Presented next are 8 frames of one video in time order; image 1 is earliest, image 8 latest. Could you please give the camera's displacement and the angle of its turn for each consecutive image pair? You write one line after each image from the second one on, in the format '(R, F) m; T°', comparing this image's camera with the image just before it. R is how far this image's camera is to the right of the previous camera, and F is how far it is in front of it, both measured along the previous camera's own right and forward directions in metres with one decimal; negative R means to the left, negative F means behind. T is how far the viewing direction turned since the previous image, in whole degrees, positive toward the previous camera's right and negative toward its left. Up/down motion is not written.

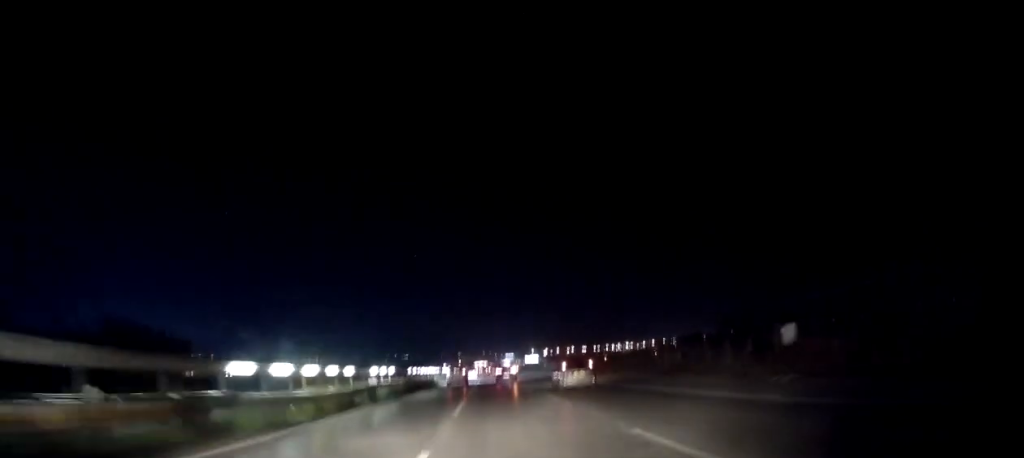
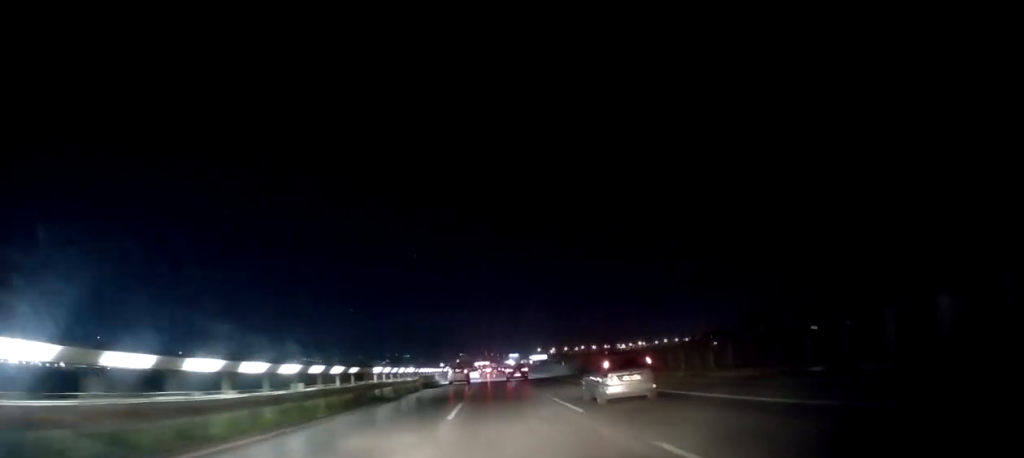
(+0.3, +45.4) m; 0°
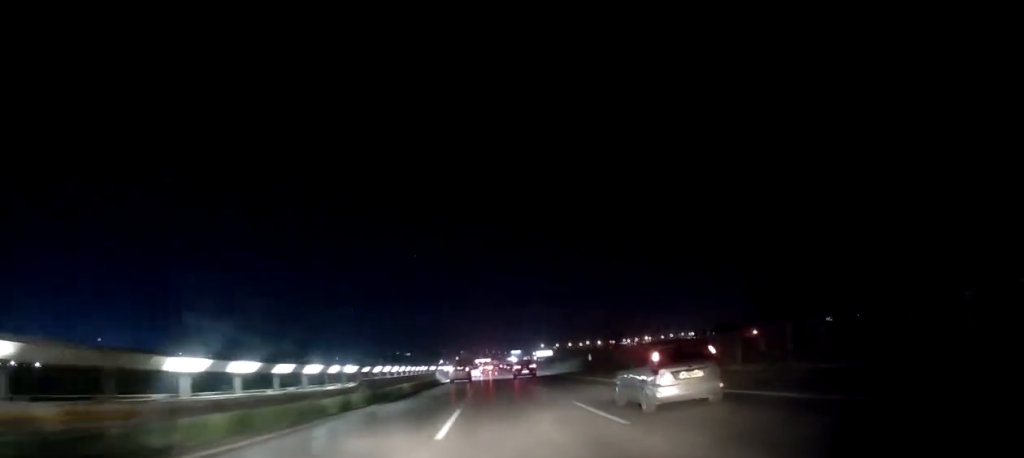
(-0.2, +19.4) m; 0°
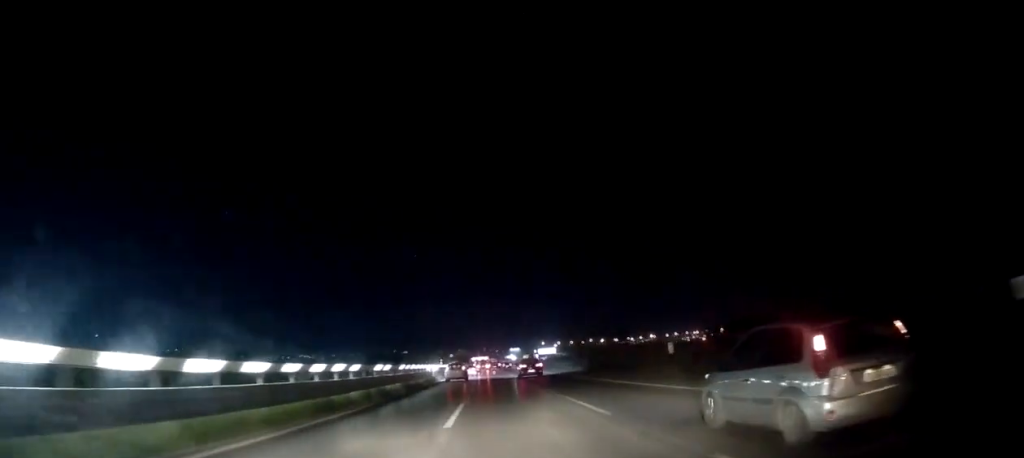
(+0.3, +25.7) m; 0°
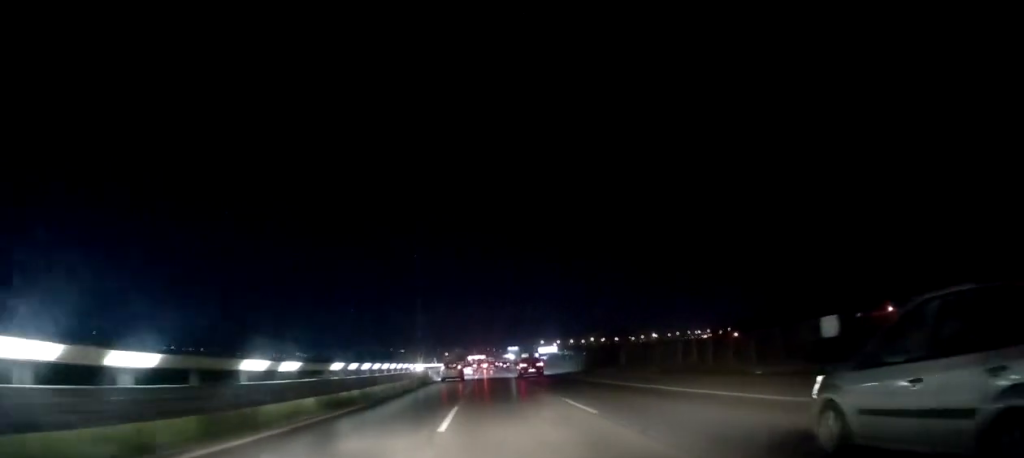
(-0.2, +15.5) m; 0°
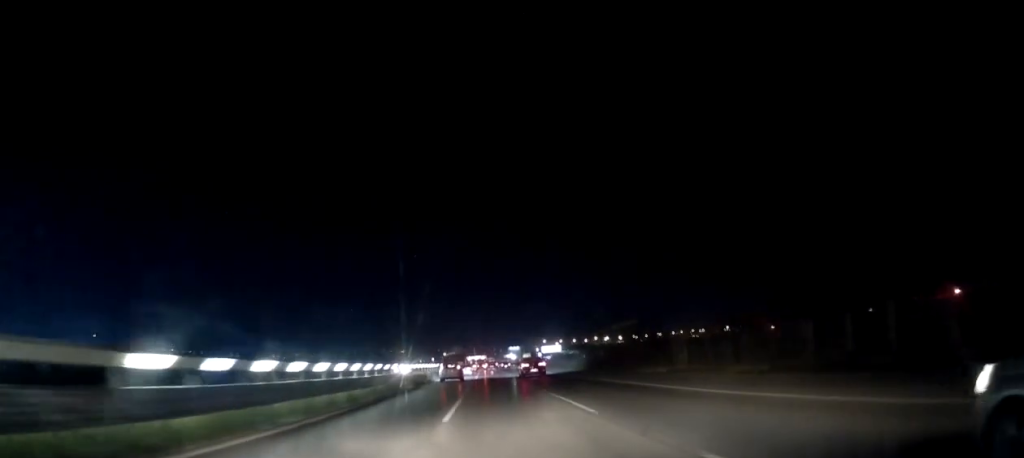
(-0.1, +12.6) m; 0°
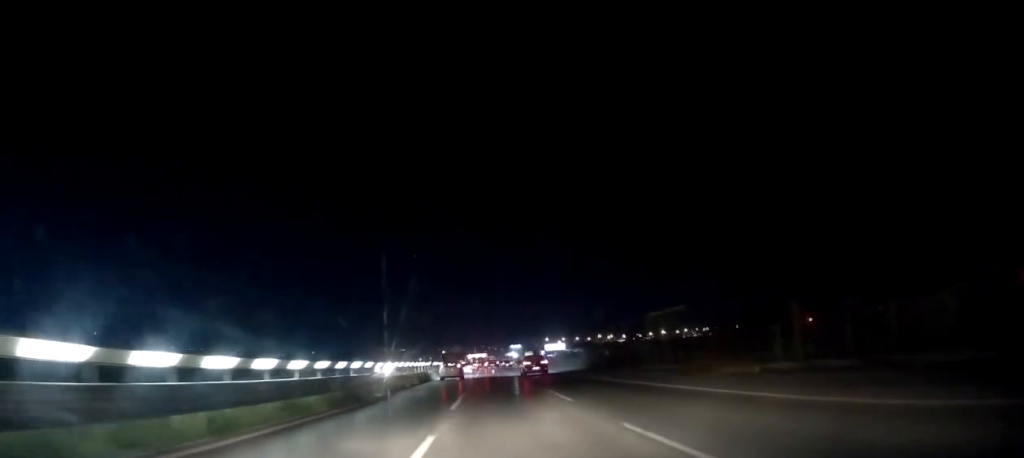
(+0.1, +10.5) m; 0°
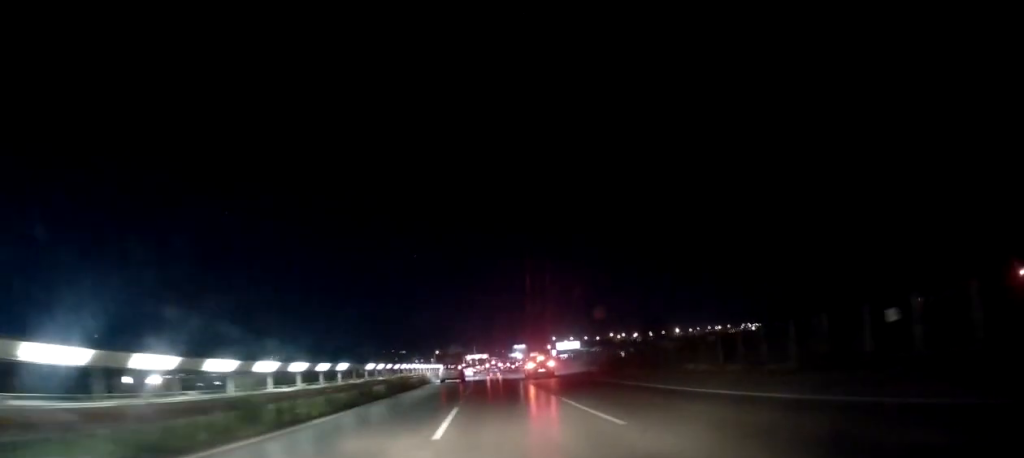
(+0.1, +34.7) m; 0°
